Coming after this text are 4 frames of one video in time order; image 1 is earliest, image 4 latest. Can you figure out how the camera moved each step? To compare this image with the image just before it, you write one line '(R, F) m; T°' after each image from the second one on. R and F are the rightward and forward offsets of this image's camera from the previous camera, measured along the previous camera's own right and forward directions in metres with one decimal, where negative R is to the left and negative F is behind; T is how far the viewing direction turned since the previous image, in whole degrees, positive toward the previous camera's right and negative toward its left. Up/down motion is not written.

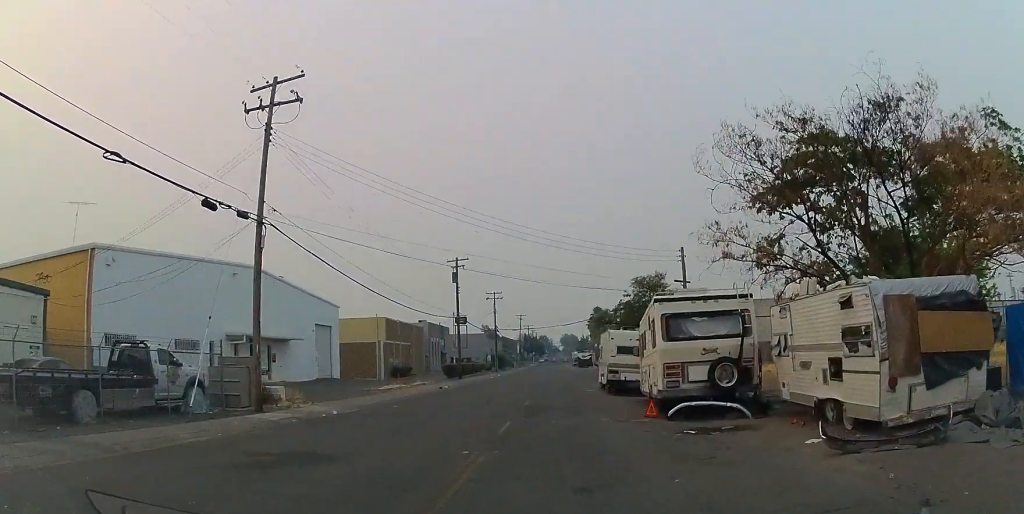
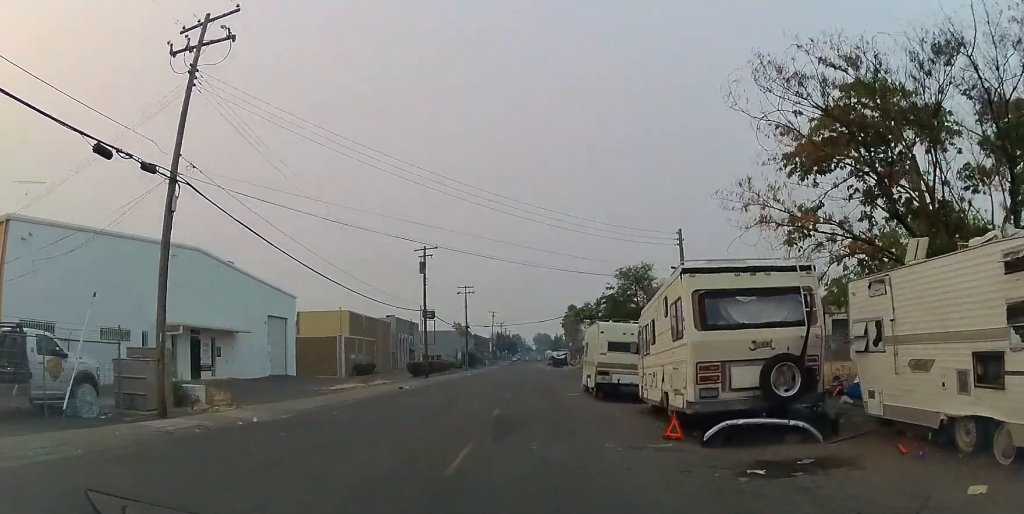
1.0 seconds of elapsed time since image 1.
(+0.3, +4.6) m; +1°
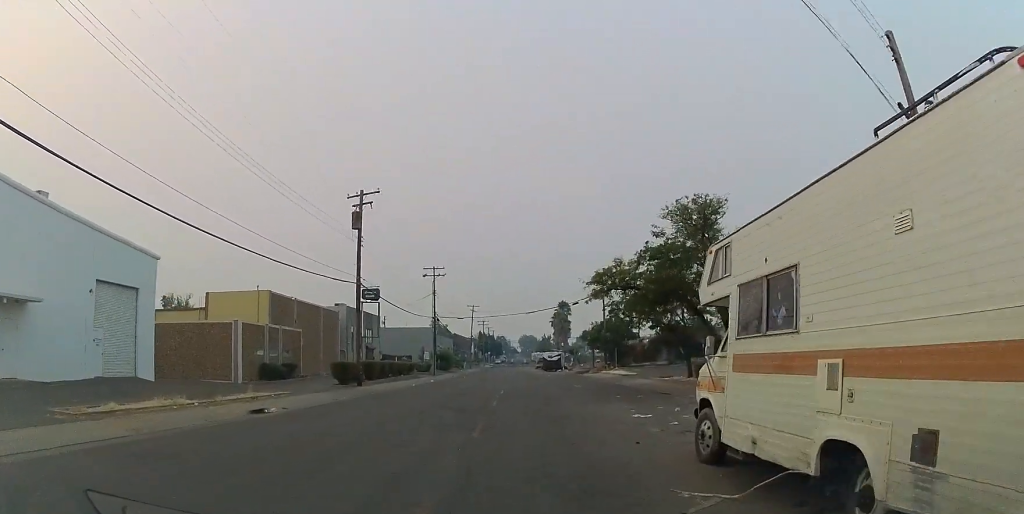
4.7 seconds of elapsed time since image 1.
(-1.0, +18.8) m; -3°
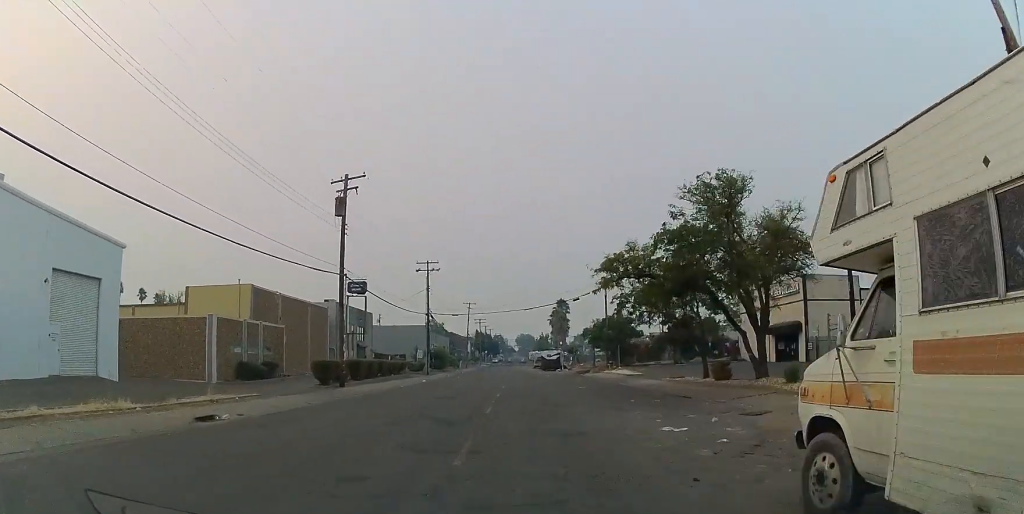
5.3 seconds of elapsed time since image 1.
(0.0, +3.3) m; 0°
